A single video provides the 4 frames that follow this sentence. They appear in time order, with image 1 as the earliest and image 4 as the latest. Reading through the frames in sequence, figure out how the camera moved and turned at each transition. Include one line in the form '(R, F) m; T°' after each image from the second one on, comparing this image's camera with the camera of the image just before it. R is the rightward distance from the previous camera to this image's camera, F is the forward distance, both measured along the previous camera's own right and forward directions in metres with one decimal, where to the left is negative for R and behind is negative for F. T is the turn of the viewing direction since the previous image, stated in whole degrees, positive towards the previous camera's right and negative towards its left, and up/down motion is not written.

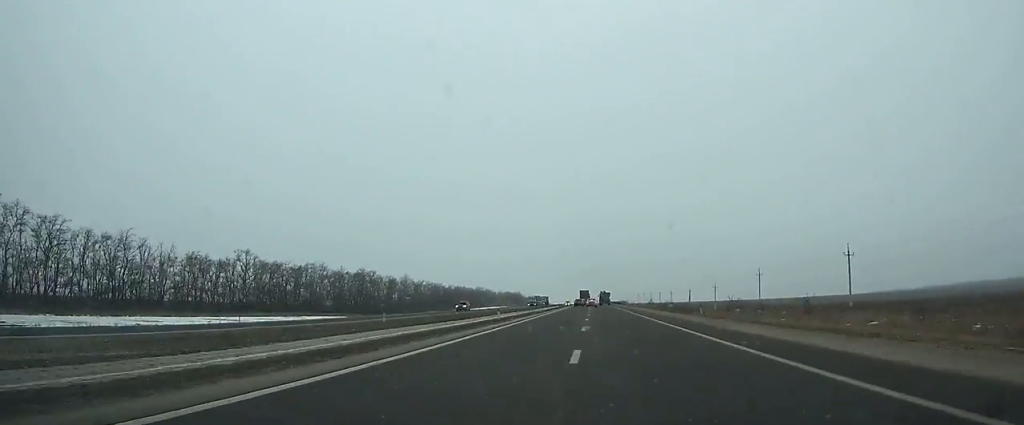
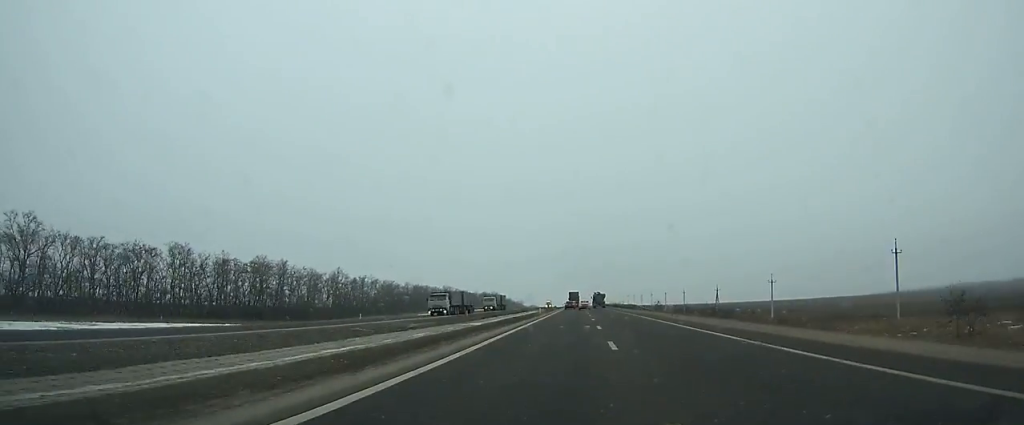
(+0.3, +56.3) m; +1°
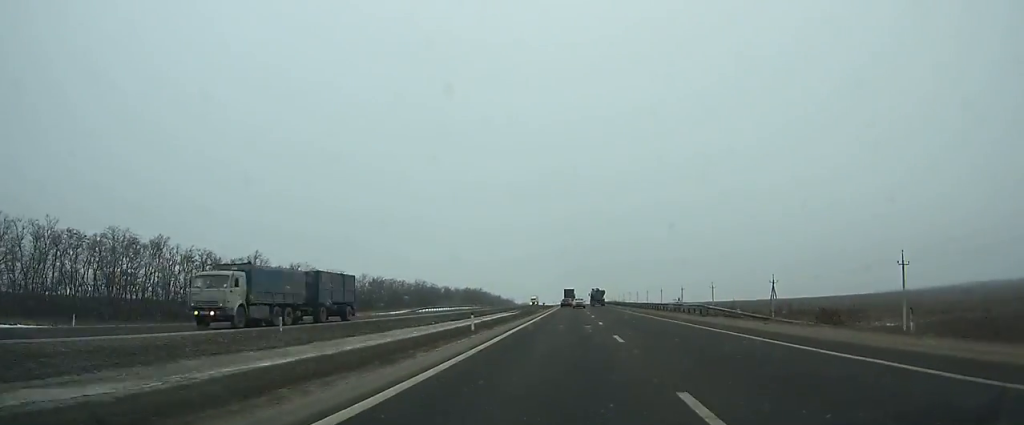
(+0.2, +46.2) m; 0°
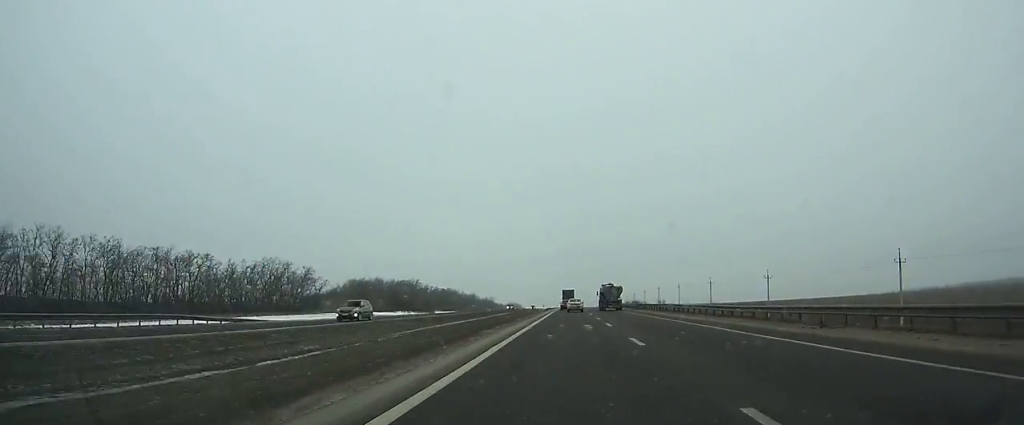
(+0.5, +133.3) m; 0°
